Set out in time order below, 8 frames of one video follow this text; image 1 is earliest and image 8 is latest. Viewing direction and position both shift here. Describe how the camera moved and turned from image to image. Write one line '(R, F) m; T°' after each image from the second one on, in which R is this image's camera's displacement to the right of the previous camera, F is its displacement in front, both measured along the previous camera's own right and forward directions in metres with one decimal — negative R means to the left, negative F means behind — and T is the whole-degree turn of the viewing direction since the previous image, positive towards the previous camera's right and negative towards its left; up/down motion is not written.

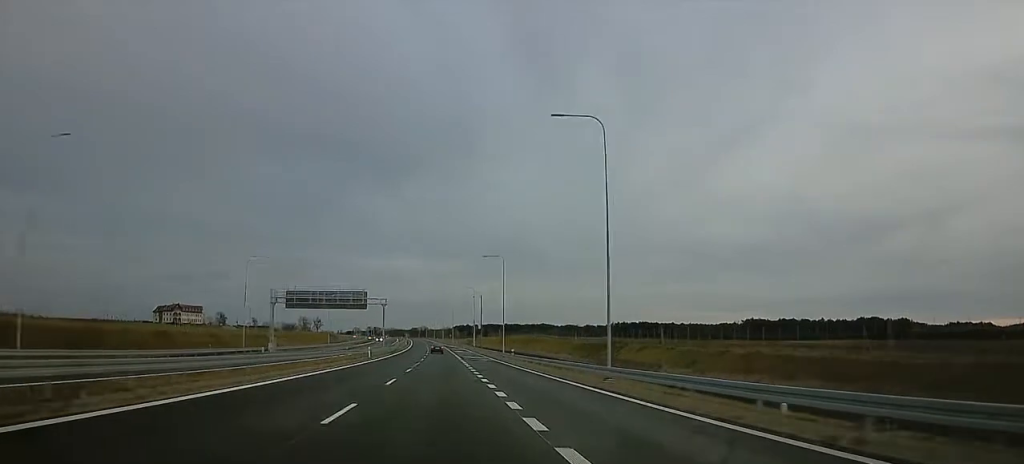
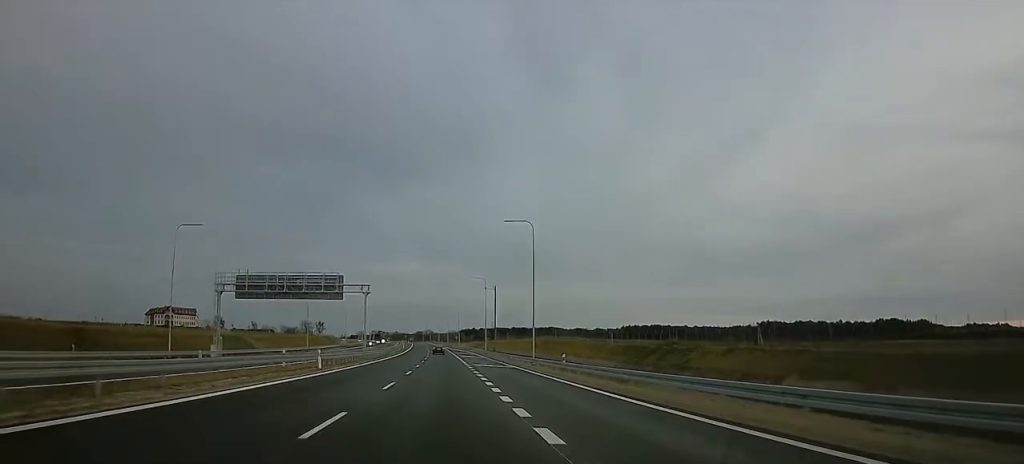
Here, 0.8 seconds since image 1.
(-0.2, +25.6) m; 0°
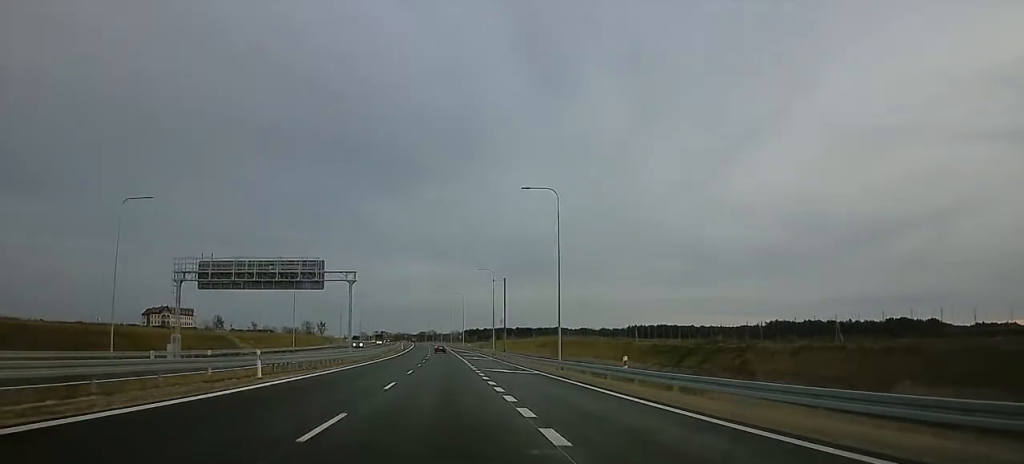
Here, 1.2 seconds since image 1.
(0.0, +12.3) m; 0°
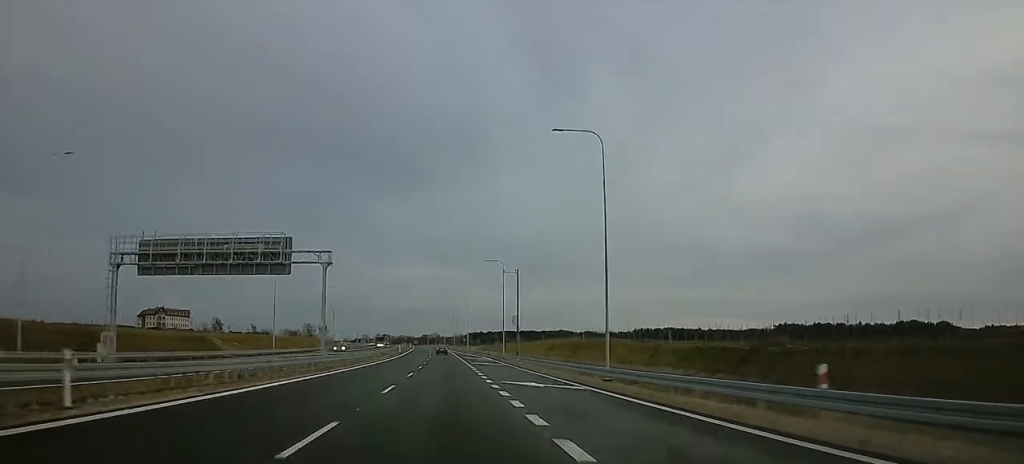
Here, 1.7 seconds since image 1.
(0.0, +13.3) m; -1°
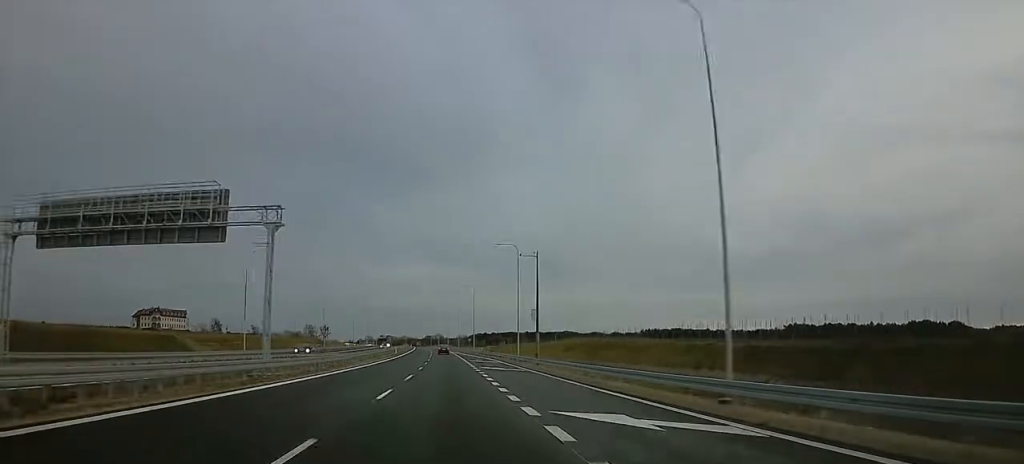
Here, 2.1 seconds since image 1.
(+0.2, +14.3) m; -1°
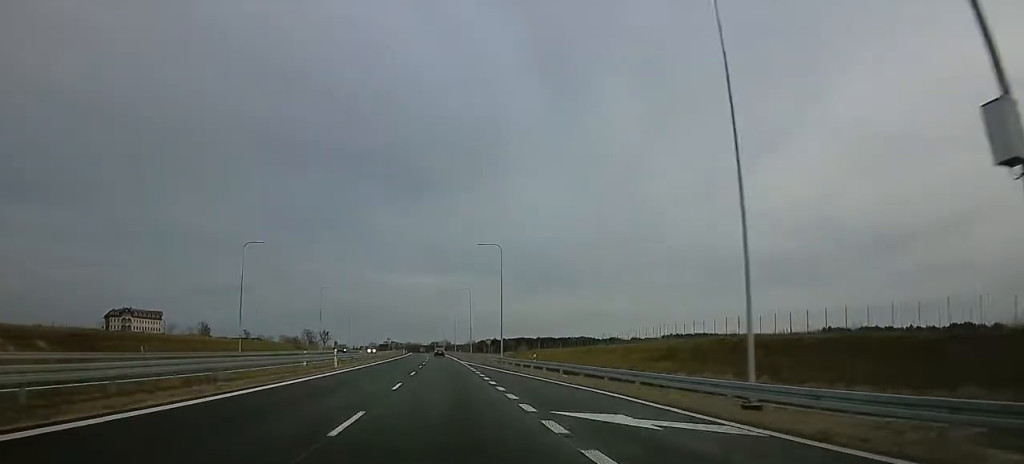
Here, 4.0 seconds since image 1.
(-1.2, +56.4) m; -1°
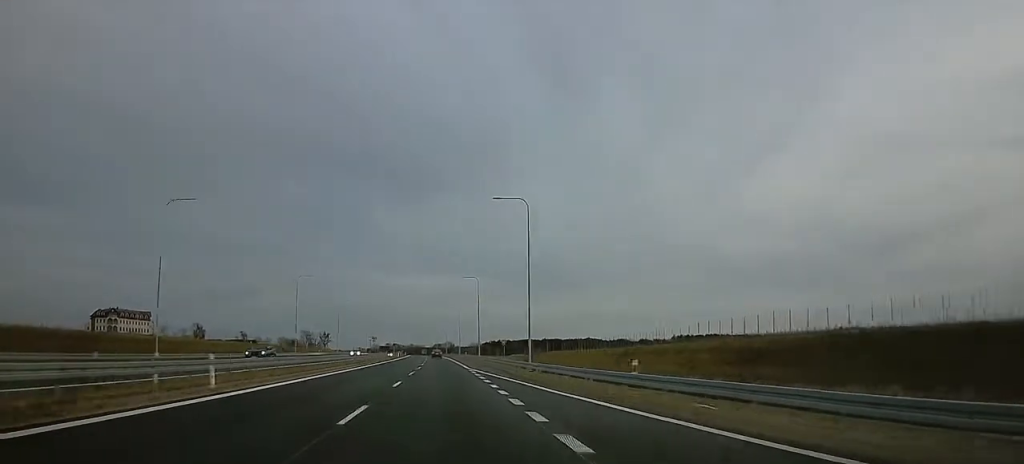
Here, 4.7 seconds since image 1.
(0.0, +22.5) m; 0°
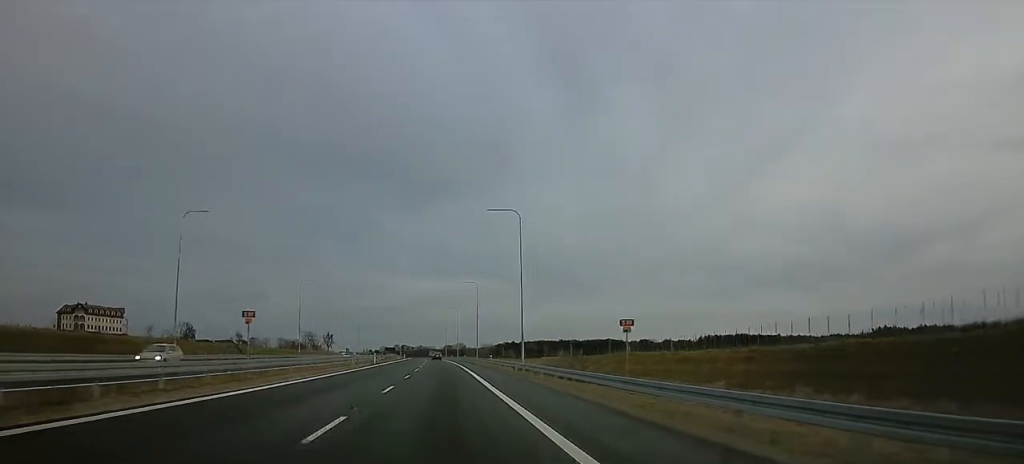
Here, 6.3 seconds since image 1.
(+0.1, +50.1) m; +1°
